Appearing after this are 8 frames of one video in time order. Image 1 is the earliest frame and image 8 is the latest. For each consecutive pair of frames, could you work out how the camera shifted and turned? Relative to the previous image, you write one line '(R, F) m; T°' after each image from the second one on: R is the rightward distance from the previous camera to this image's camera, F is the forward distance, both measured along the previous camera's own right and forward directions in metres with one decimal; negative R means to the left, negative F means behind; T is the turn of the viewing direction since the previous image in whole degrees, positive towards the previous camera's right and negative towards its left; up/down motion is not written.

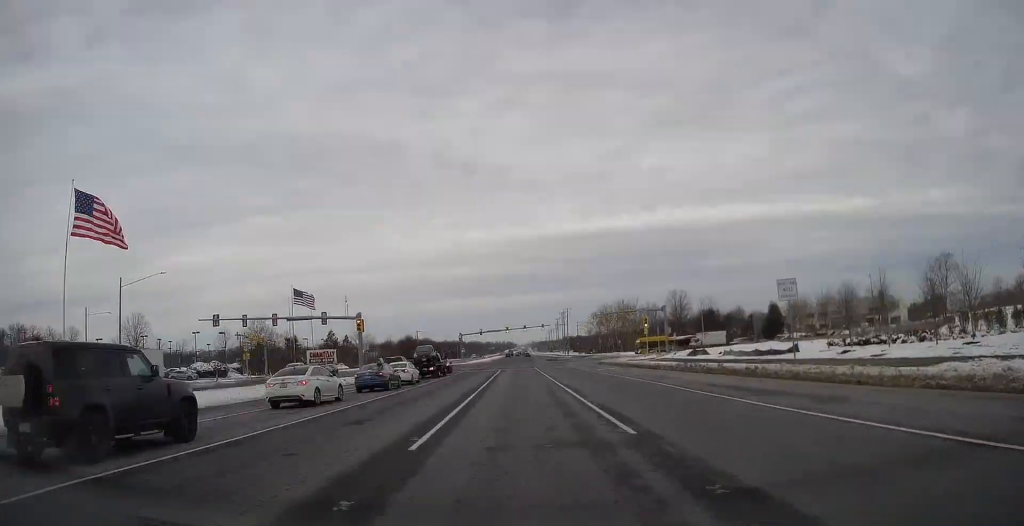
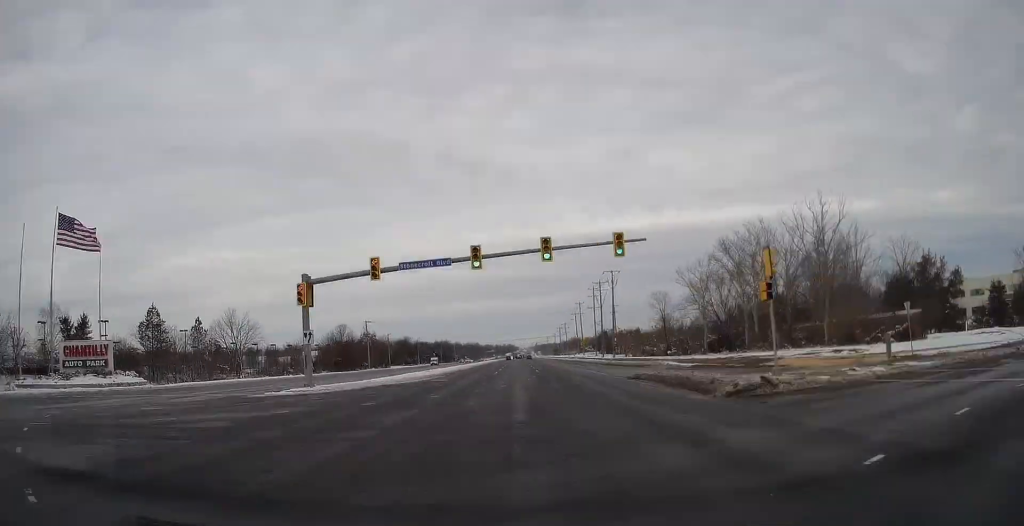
(-0.4, +94.5) m; 0°
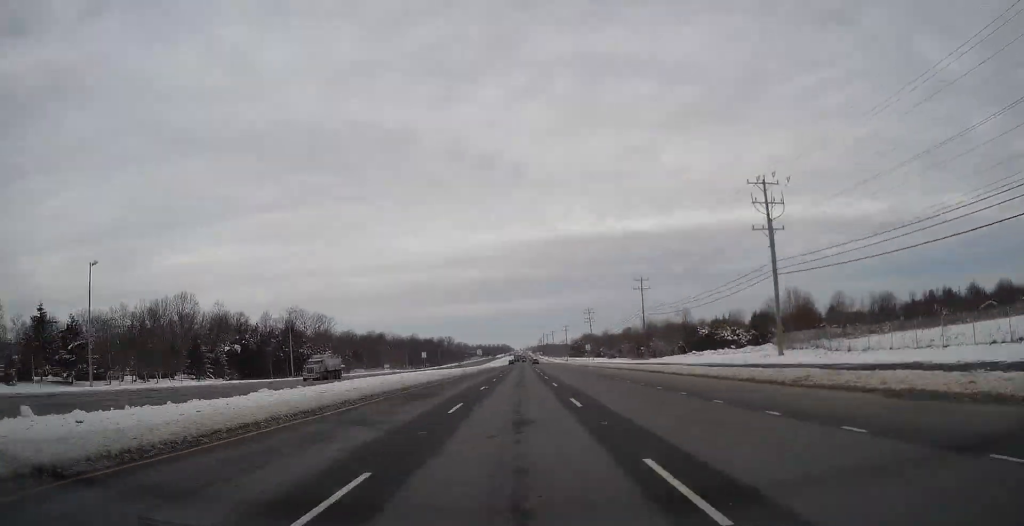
(+1.2, +265.4) m; 0°
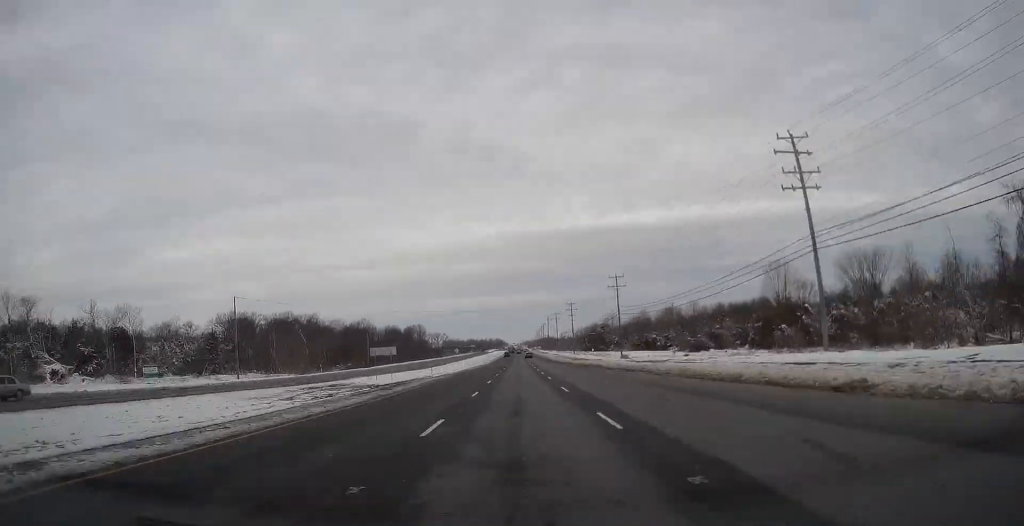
(-0.3, +127.3) m; 0°
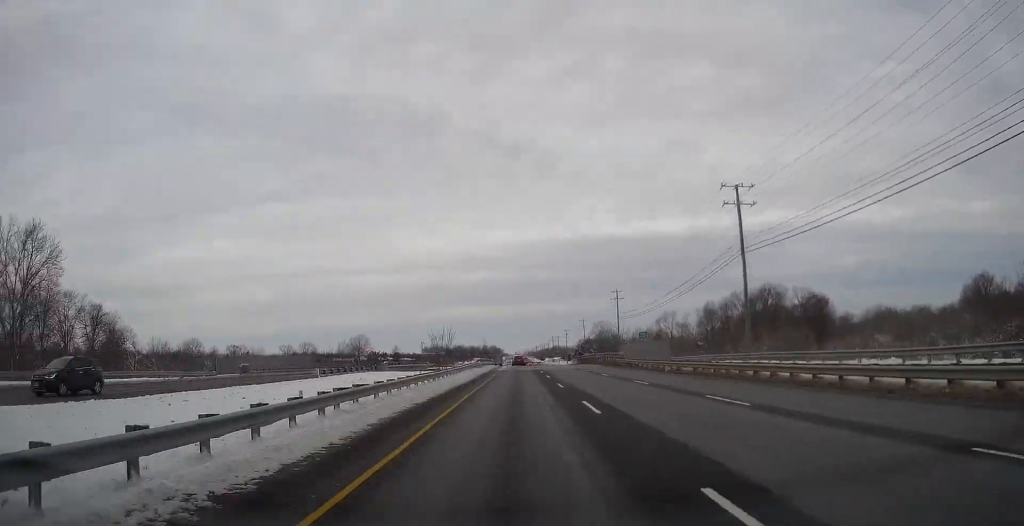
(-0.5, +407.1) m; 0°
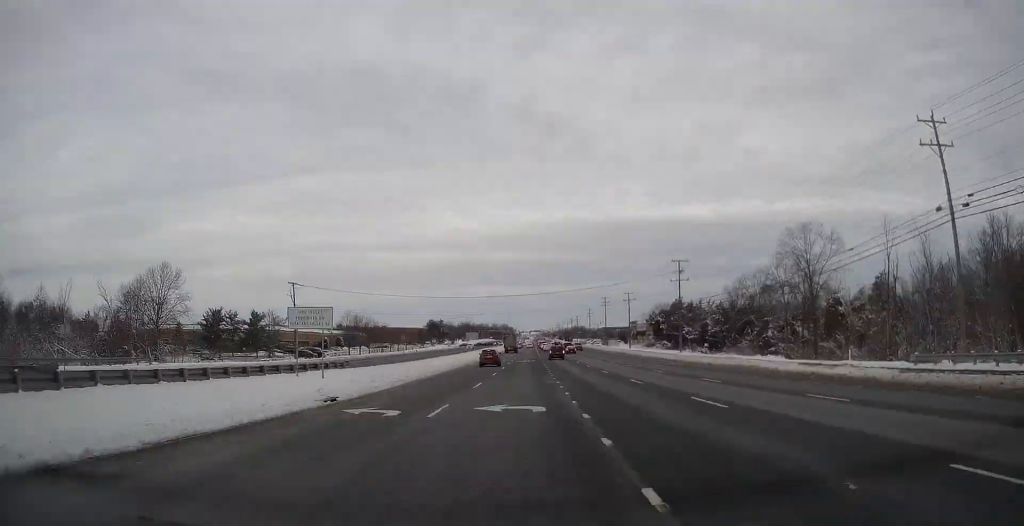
(+0.1, +149.6) m; 0°
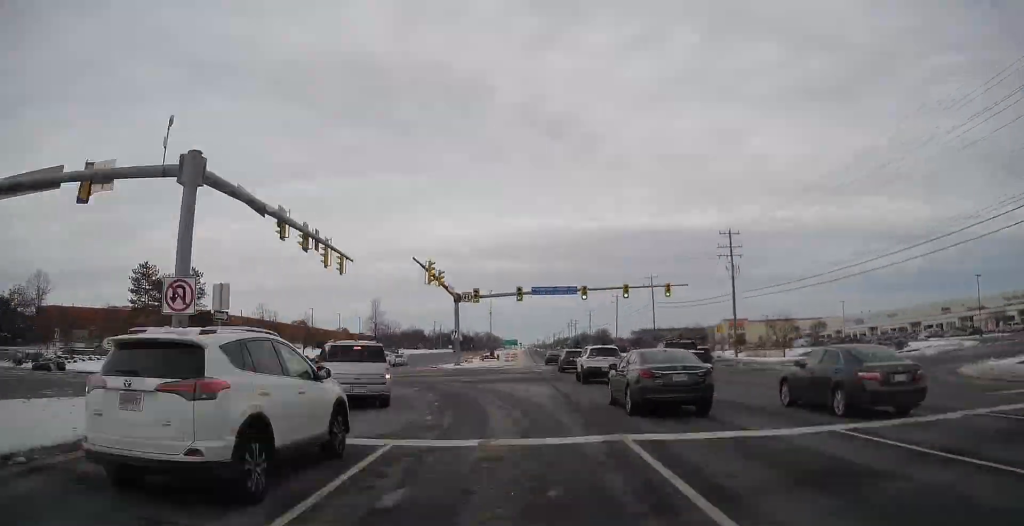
(-16.8, +192.2) m; -45°
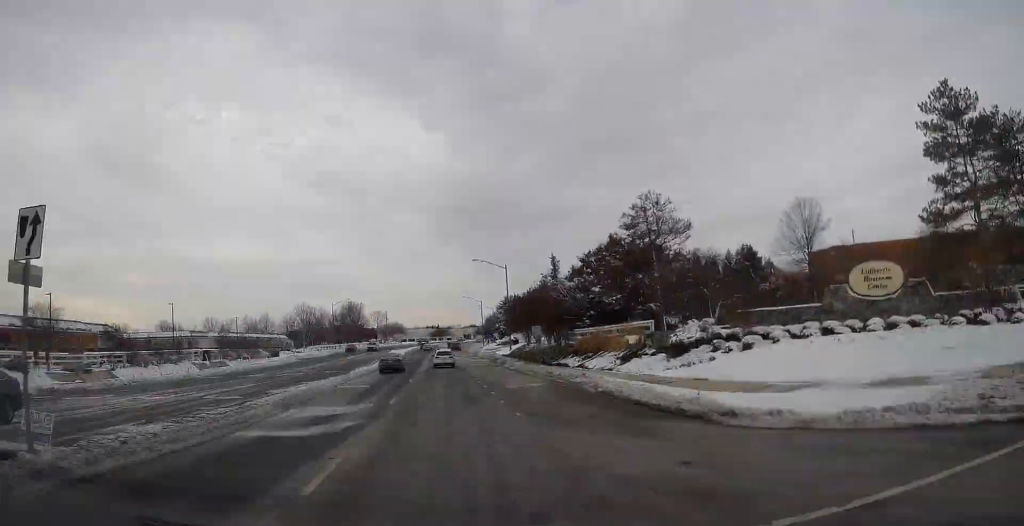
(-41.4, +59.7) m; -38°
